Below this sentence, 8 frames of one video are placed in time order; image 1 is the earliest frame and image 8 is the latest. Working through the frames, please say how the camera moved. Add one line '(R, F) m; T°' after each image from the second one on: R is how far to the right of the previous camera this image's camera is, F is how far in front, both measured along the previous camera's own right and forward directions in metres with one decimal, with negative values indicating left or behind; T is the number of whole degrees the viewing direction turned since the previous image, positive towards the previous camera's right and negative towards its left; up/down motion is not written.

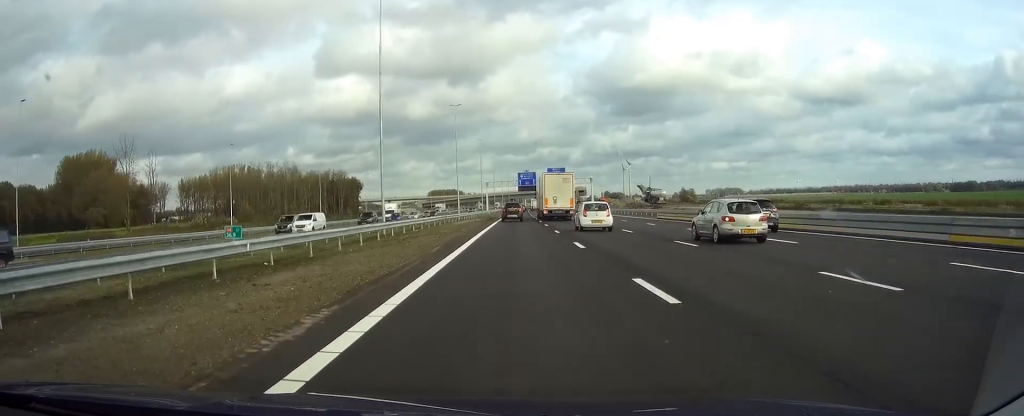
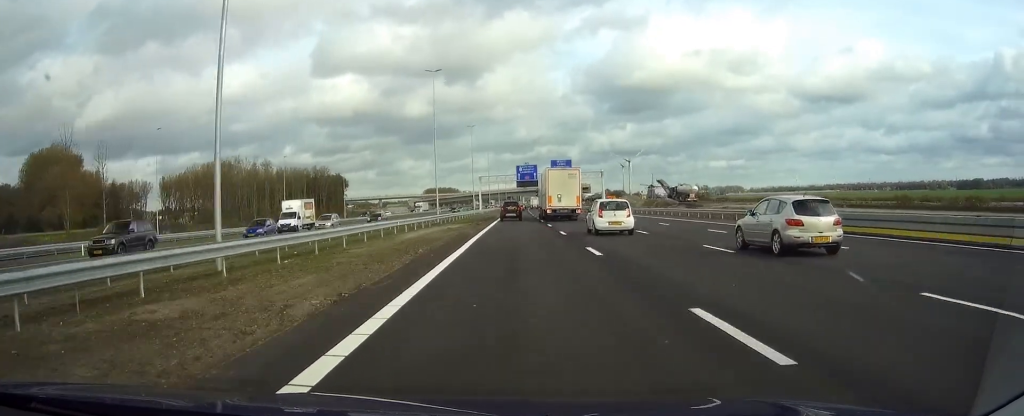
(+0.1, +27.7) m; 0°
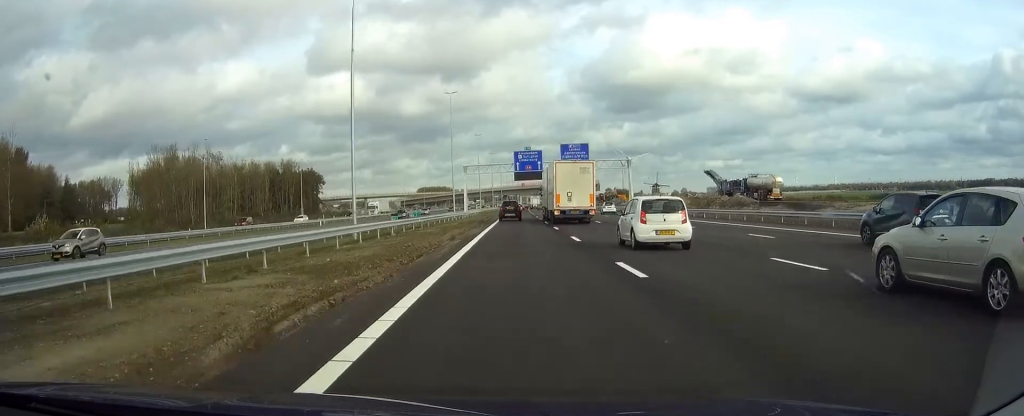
(+0.1, +41.5) m; 0°
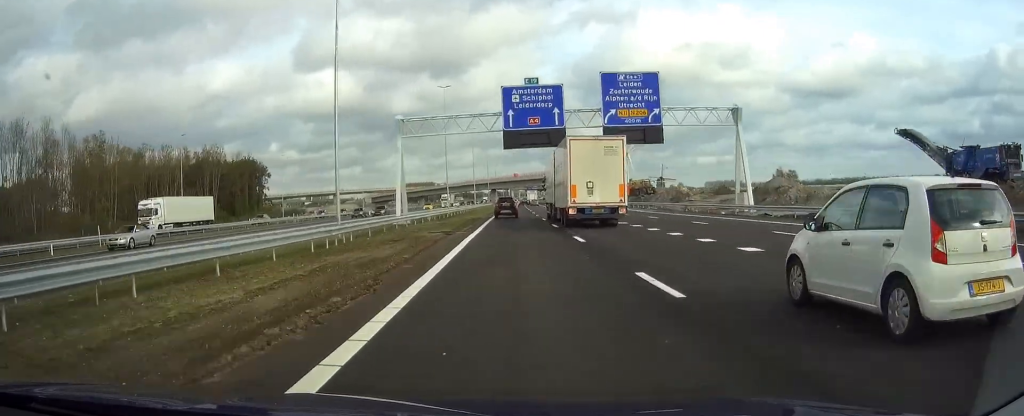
(+0.1, +63.0) m; 0°
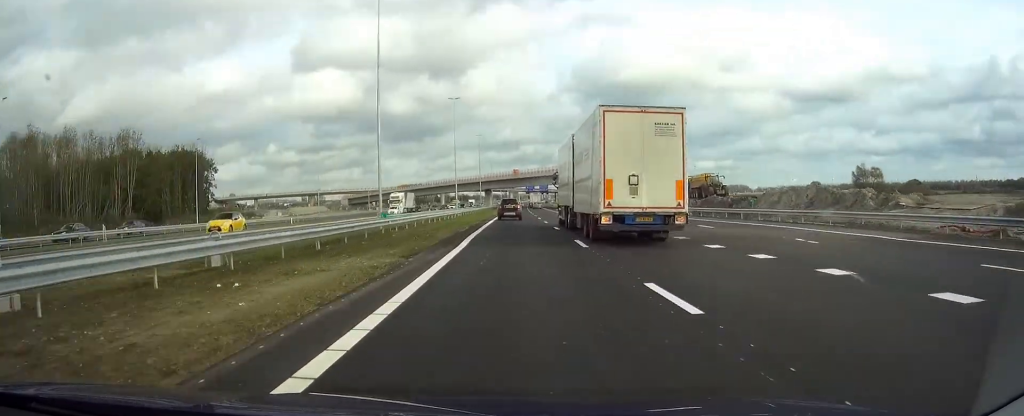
(+0.2, +49.0) m; +1°
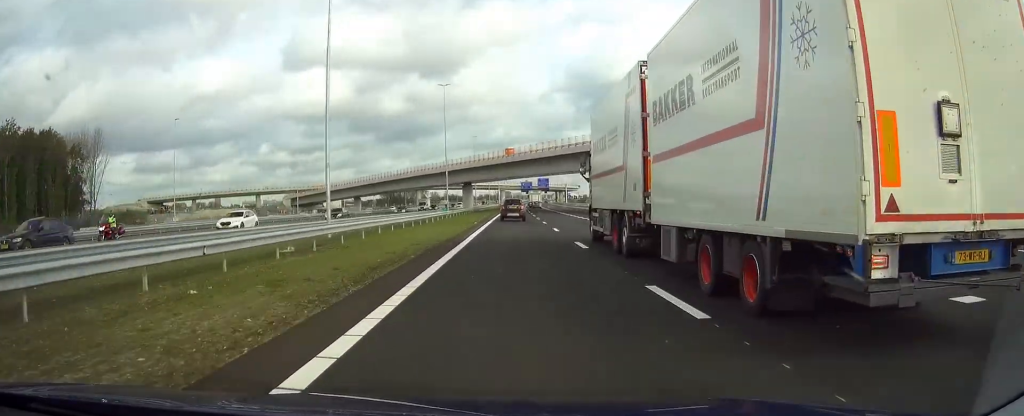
(+0.3, +72.2) m; 0°
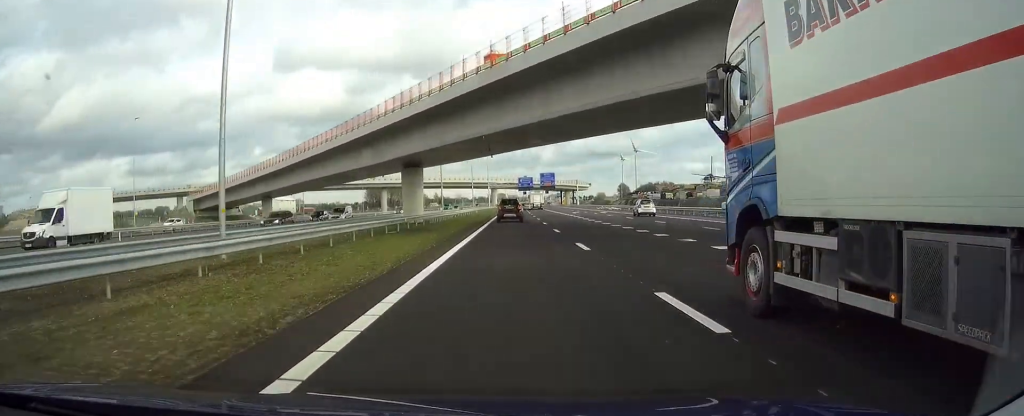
(+0.3, +72.0) m; +1°
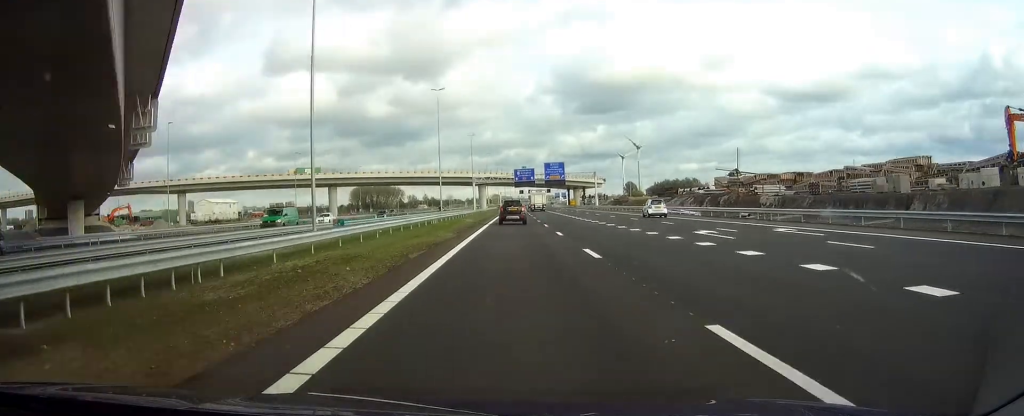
(+0.5, +62.4) m; +1°
